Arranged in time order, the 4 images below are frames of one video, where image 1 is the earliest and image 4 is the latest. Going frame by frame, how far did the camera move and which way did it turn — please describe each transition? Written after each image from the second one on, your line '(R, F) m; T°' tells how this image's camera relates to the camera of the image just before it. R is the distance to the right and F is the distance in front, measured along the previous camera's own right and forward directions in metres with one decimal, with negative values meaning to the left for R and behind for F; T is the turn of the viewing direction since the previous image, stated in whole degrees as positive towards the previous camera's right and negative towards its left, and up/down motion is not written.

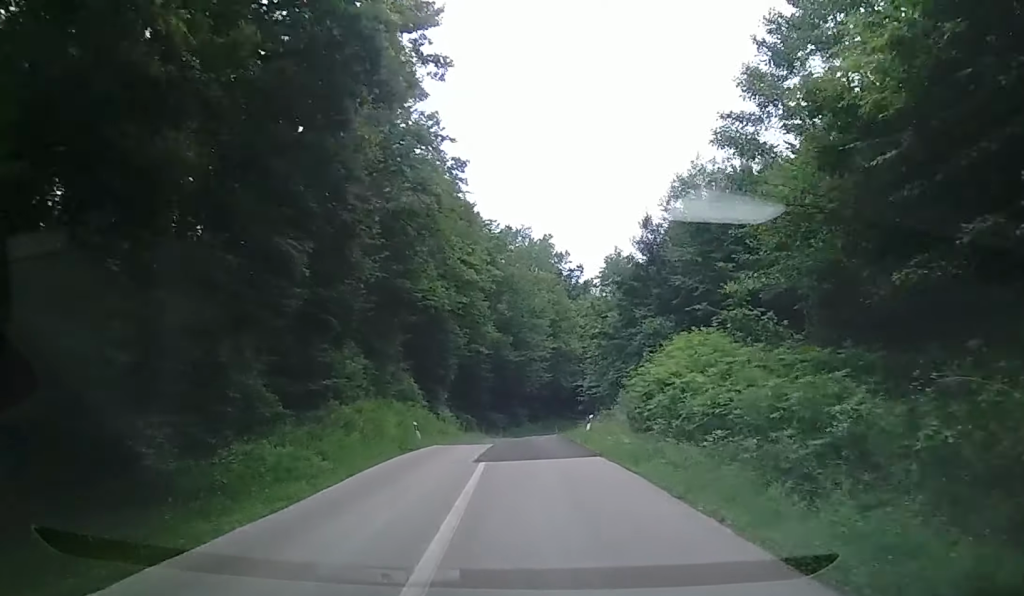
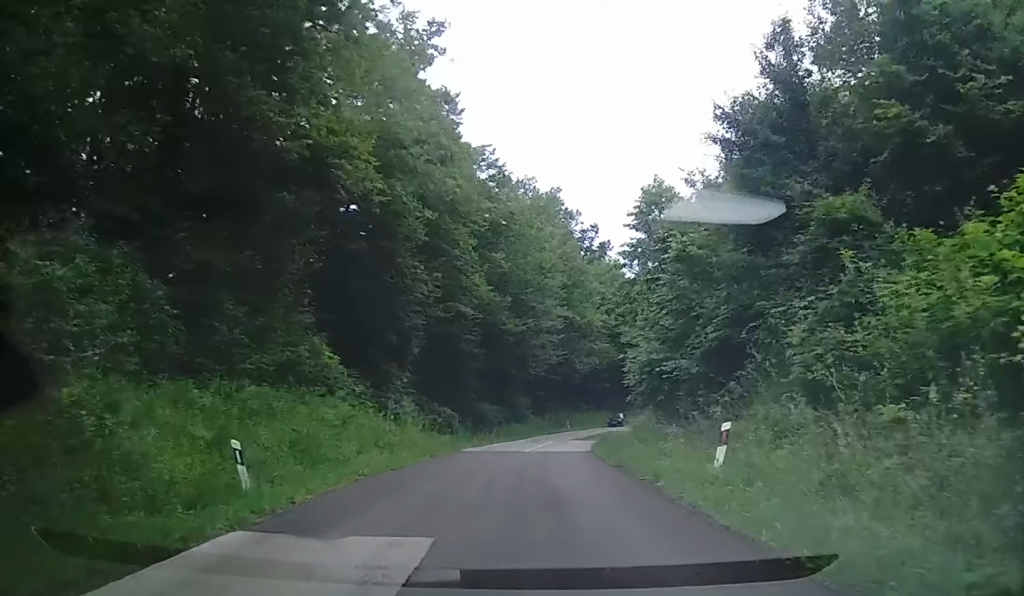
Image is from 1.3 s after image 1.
(+0.3, +20.9) m; +2°
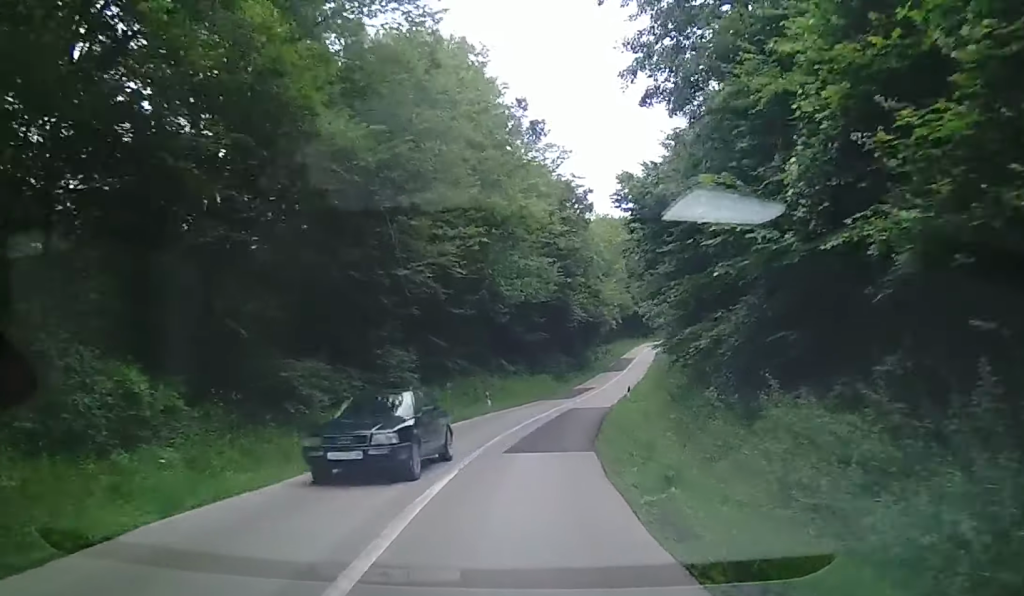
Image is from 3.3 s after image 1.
(0.0, +32.2) m; +2°
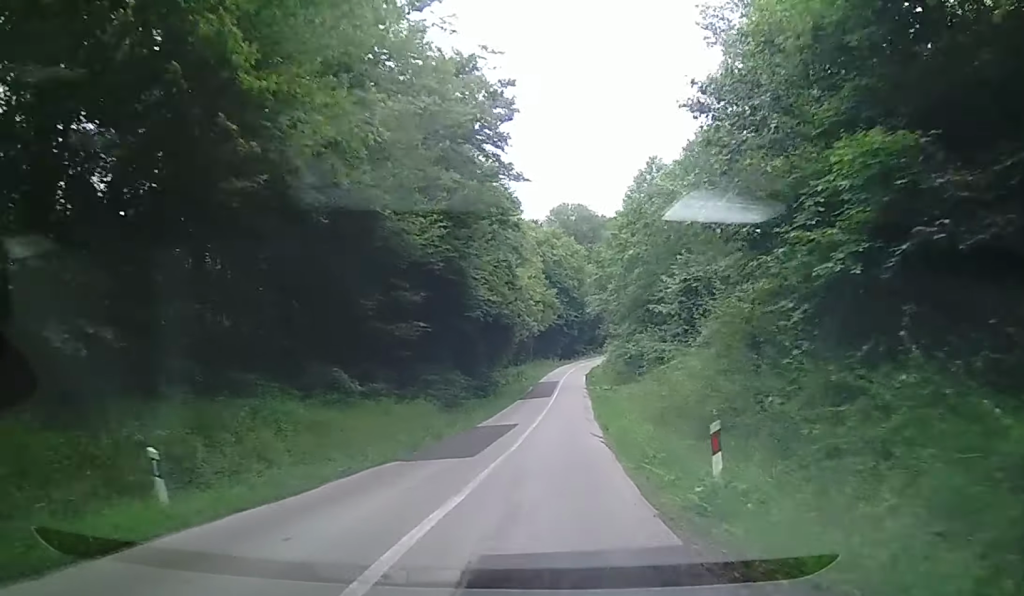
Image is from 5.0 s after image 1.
(+3.4, +26.7) m; +22°
